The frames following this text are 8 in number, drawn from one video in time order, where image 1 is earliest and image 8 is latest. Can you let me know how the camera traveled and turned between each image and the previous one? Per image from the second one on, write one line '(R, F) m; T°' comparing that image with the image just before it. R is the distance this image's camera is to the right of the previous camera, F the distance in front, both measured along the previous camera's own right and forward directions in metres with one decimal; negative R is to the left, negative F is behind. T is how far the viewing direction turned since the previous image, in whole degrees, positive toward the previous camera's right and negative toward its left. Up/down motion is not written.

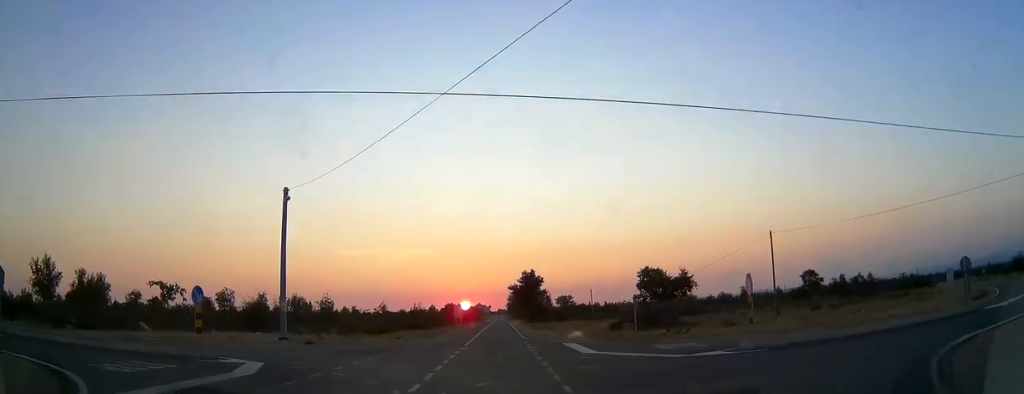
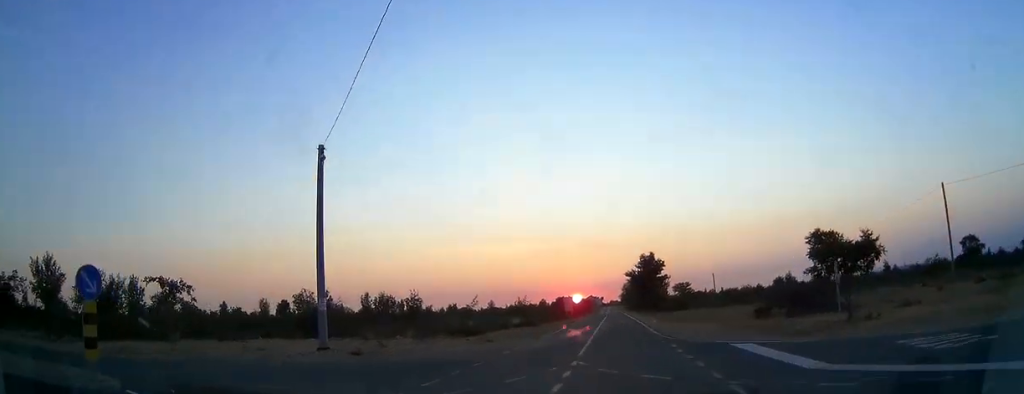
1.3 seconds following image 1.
(+1.3, +11.8) m; -18°
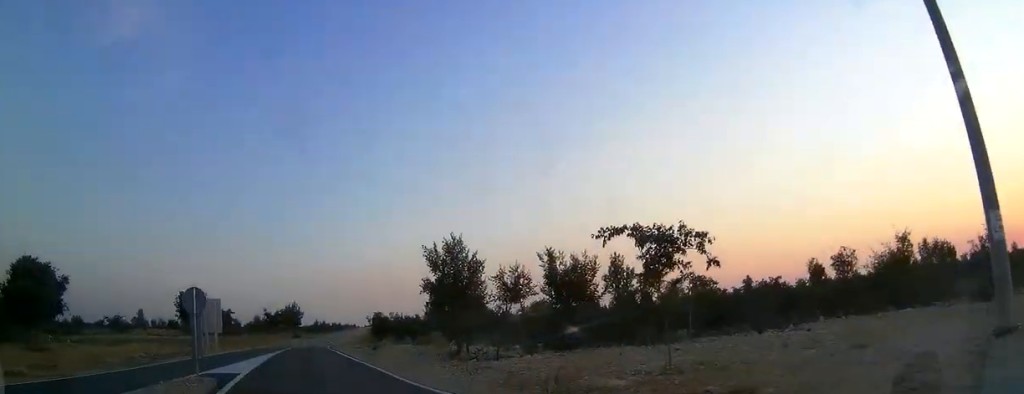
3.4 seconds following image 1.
(-7.6, +13.6) m; -38°
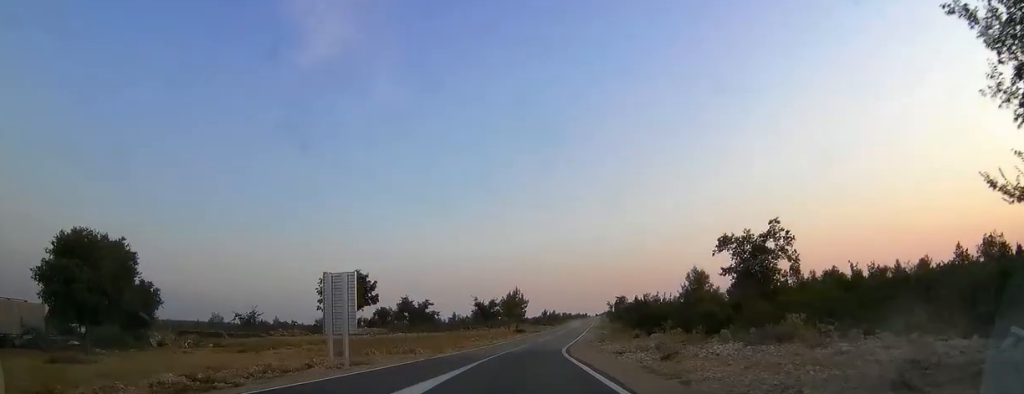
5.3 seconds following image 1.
(-1.7, +17.3) m; -12°
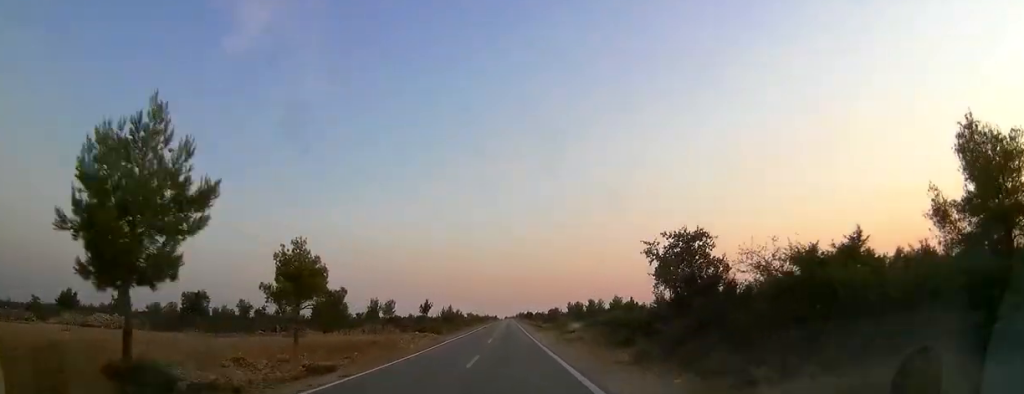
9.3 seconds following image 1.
(-3.2, +52.9) m; -2°
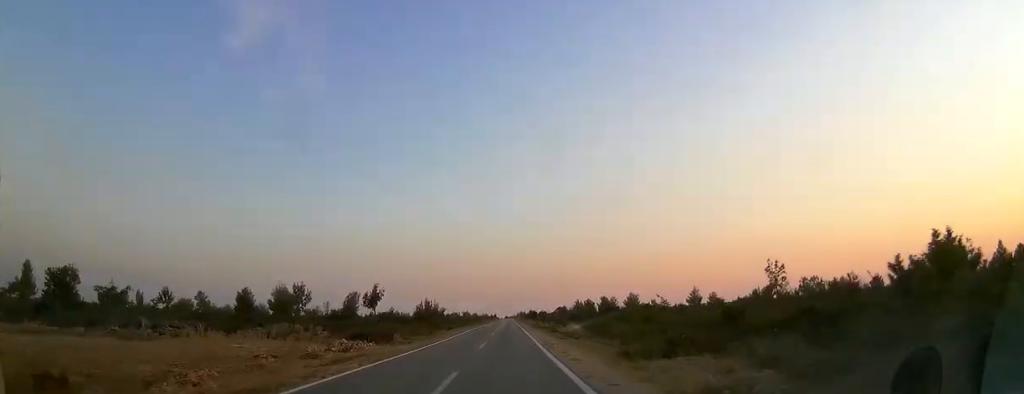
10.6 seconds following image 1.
(0.0, +21.9) m; 0°
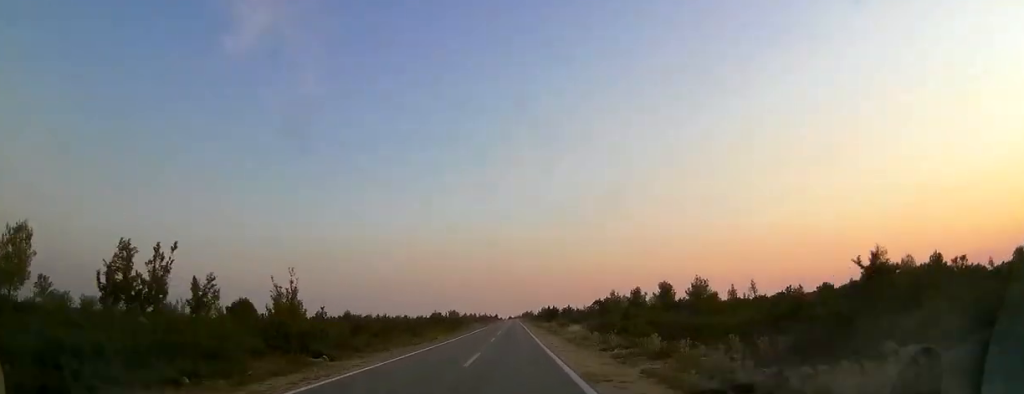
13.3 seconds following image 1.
(0.0, +50.1) m; 0°
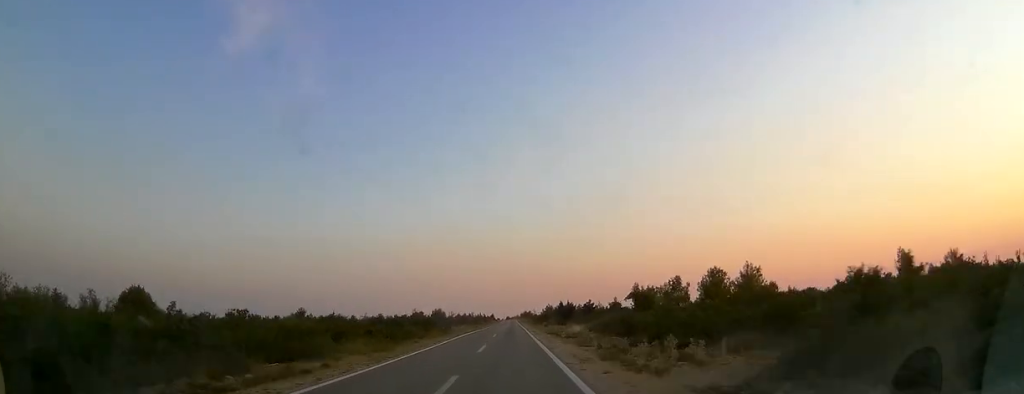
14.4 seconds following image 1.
(0.0, +23.3) m; 0°
